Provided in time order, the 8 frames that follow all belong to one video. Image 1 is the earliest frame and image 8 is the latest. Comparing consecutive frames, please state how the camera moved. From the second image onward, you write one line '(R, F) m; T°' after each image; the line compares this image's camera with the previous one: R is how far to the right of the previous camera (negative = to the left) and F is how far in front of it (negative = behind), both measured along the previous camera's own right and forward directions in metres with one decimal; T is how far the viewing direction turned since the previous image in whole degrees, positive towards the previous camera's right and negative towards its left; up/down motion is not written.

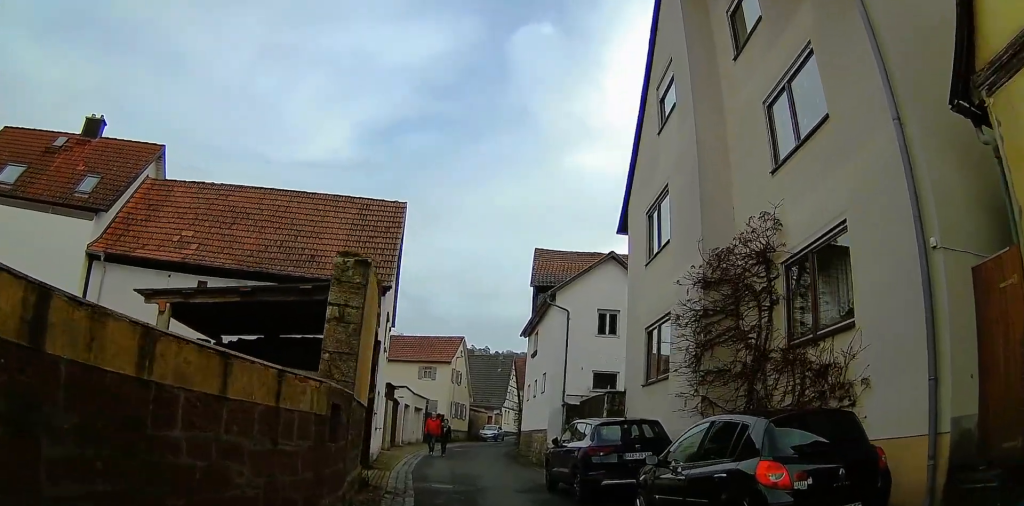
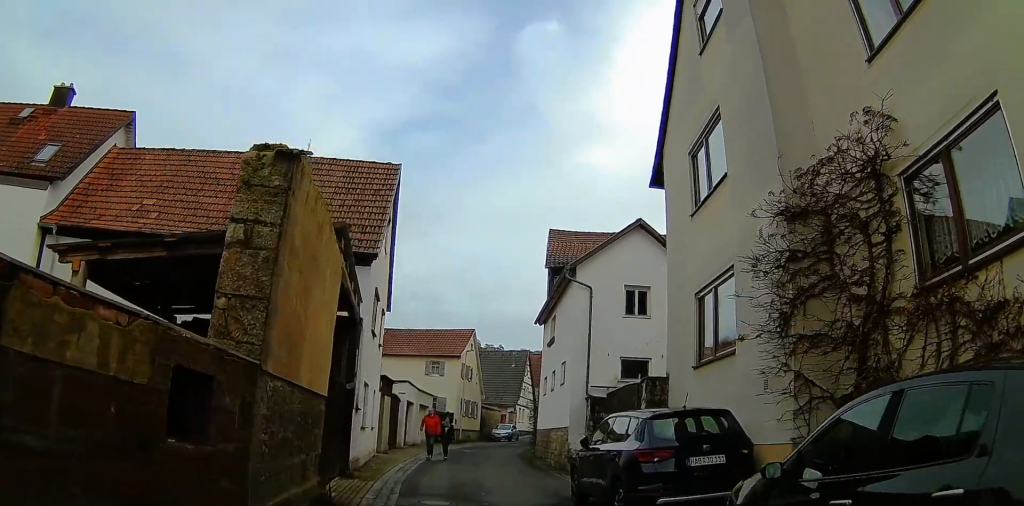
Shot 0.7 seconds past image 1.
(0.0, +2.1) m; 0°
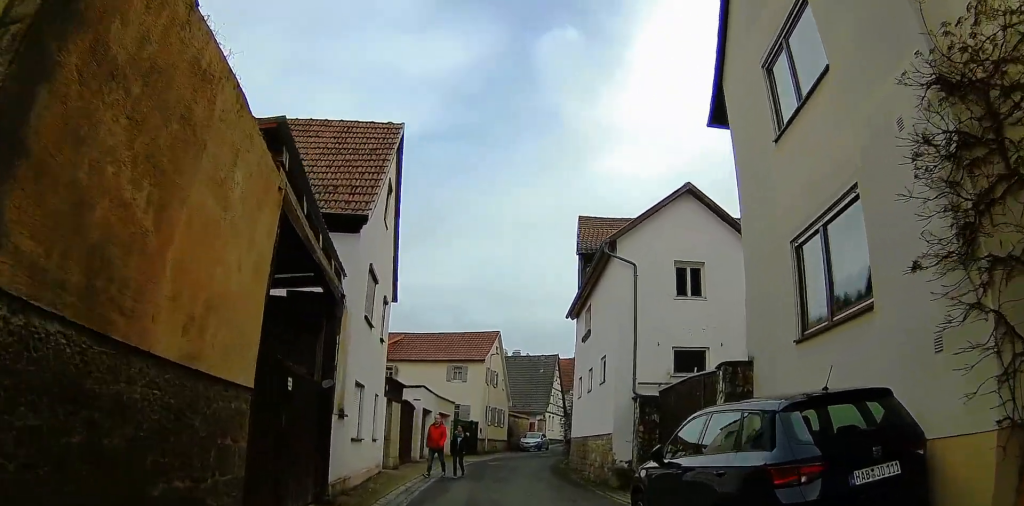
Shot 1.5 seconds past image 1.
(0.0, +1.9) m; 0°
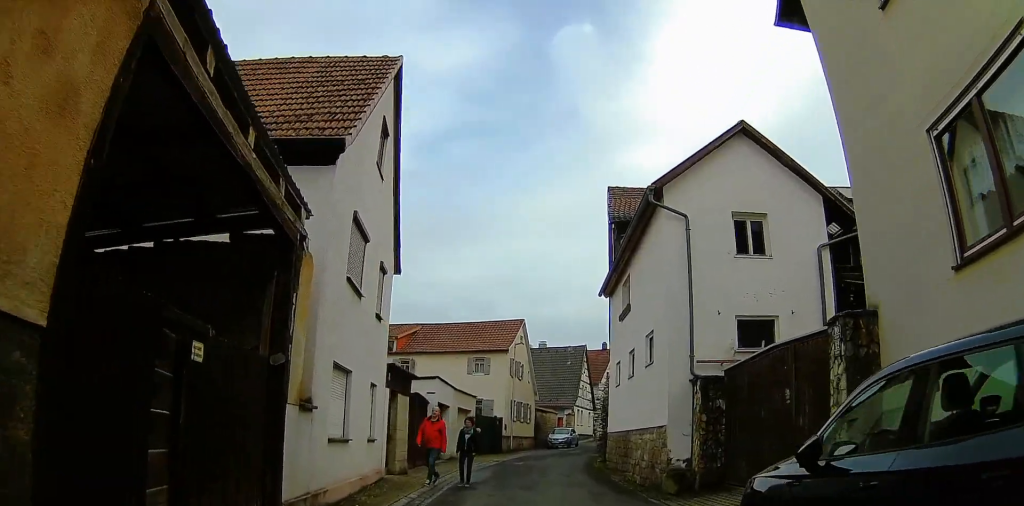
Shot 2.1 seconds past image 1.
(0.0, +2.1) m; +1°
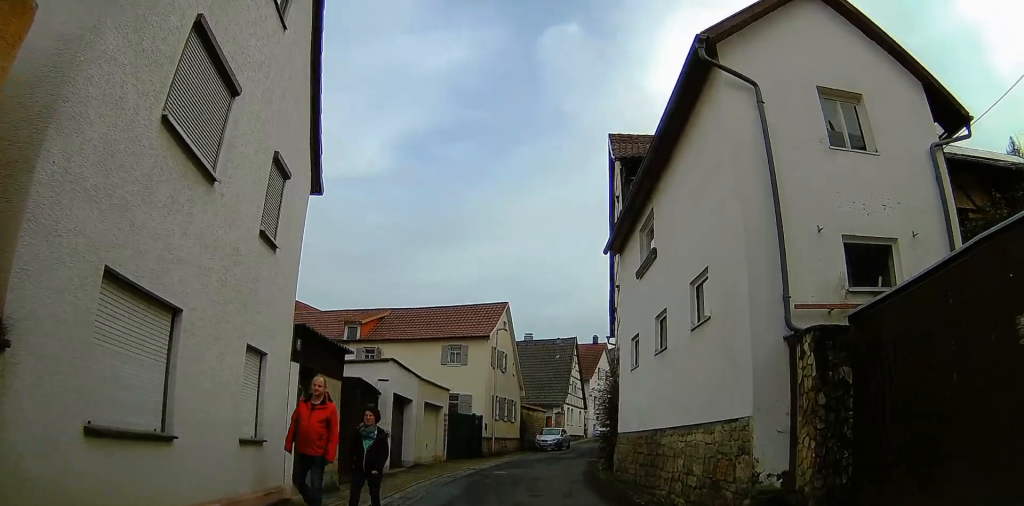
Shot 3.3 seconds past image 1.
(+0.1, +5.1) m; +3°
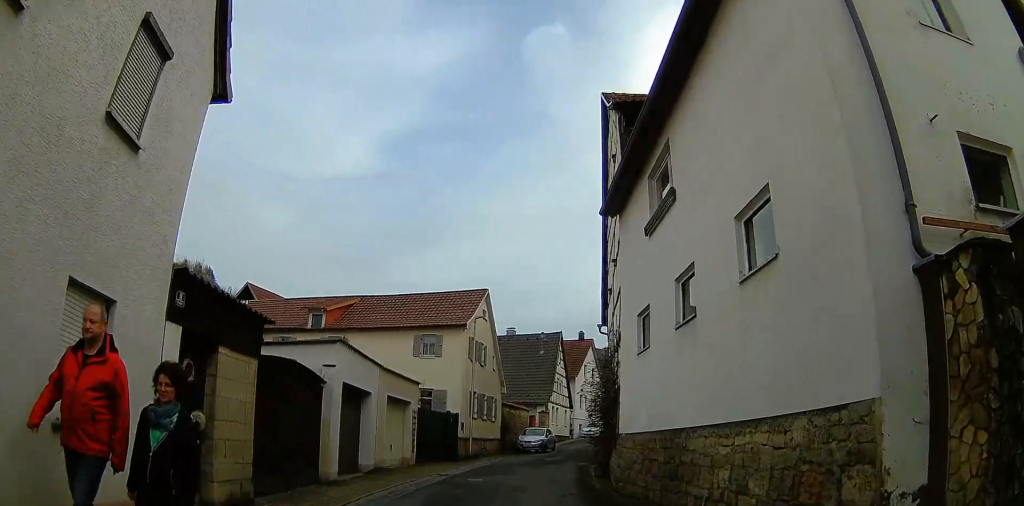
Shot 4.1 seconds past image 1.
(+0.1, +3.9) m; +2°
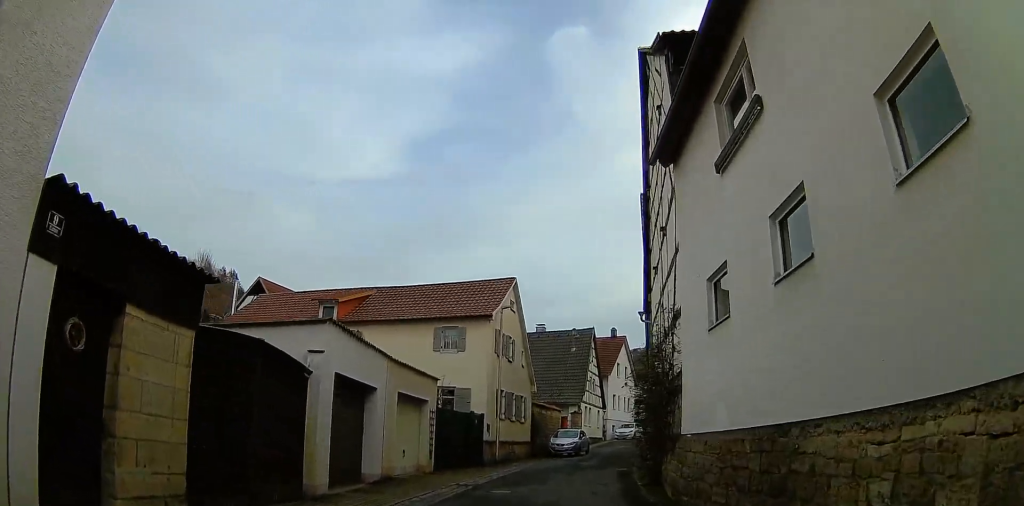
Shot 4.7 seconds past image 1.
(0.0, +3.6) m; +2°
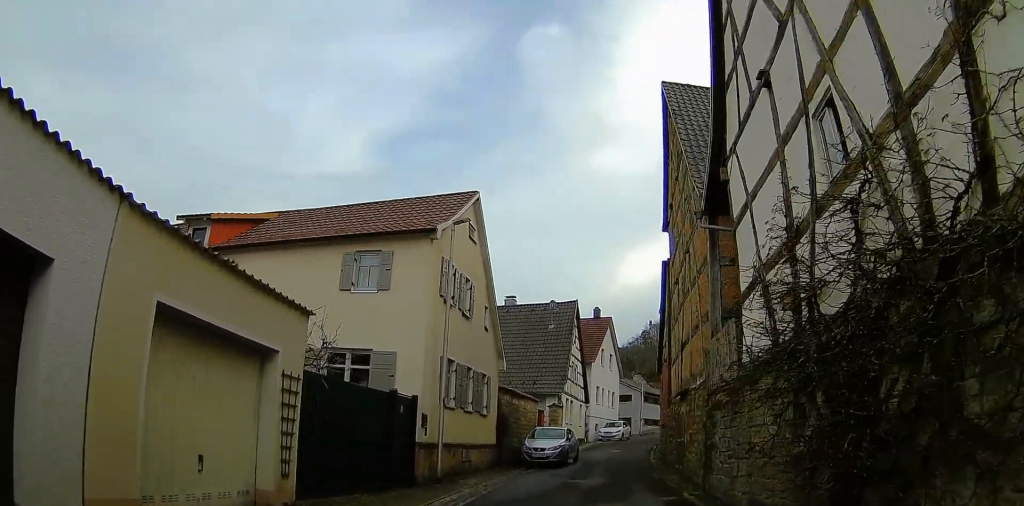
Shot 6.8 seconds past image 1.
(-0.5, +11.0) m; -17°
